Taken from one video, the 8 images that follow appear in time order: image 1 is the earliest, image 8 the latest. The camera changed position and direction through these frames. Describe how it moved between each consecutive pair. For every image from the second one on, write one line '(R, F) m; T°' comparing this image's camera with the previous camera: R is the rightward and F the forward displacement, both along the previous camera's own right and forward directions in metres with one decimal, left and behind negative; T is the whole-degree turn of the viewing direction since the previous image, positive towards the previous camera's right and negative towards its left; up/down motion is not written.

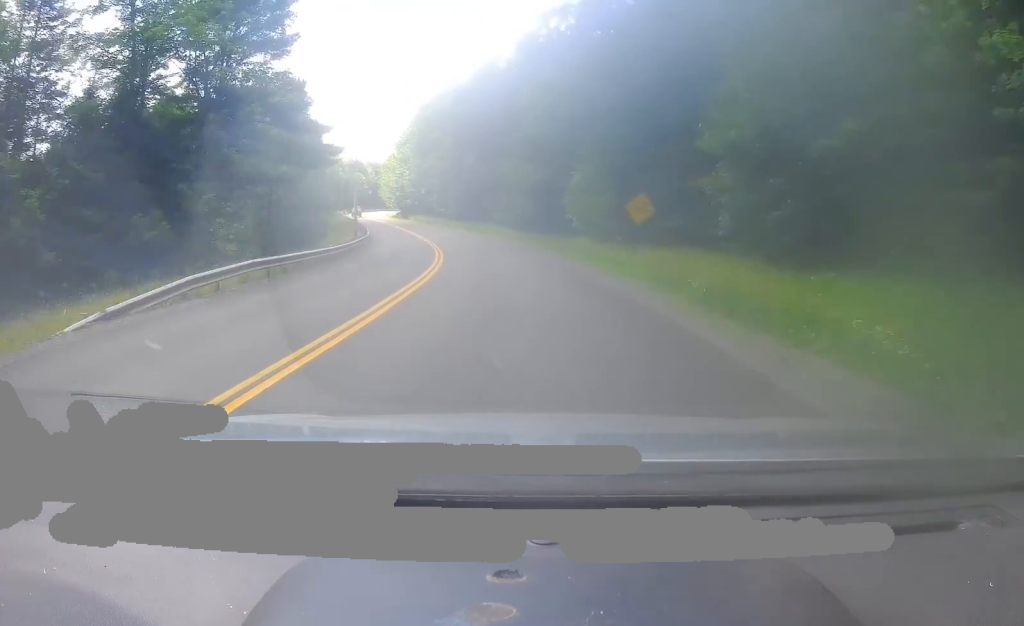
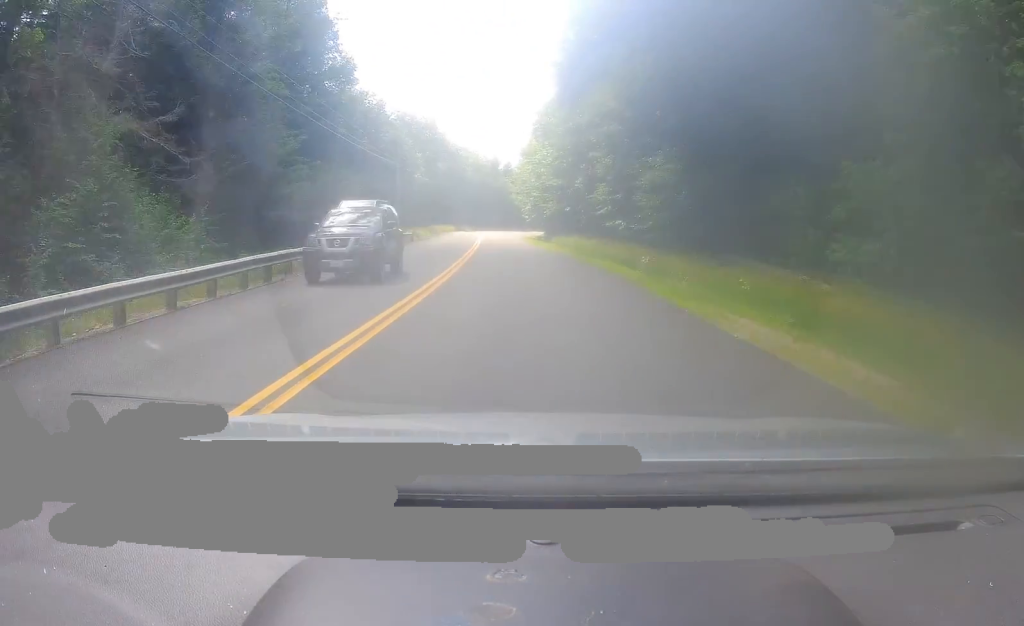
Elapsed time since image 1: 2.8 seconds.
(-8.7, +58.1) m; -15°
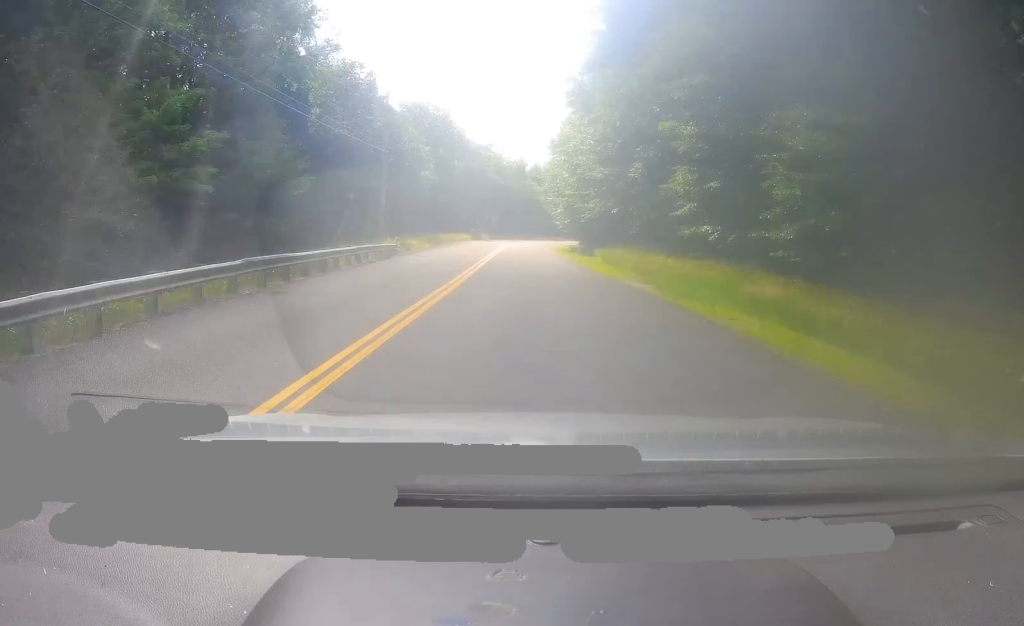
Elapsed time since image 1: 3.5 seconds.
(-0.5, +15.6) m; -3°
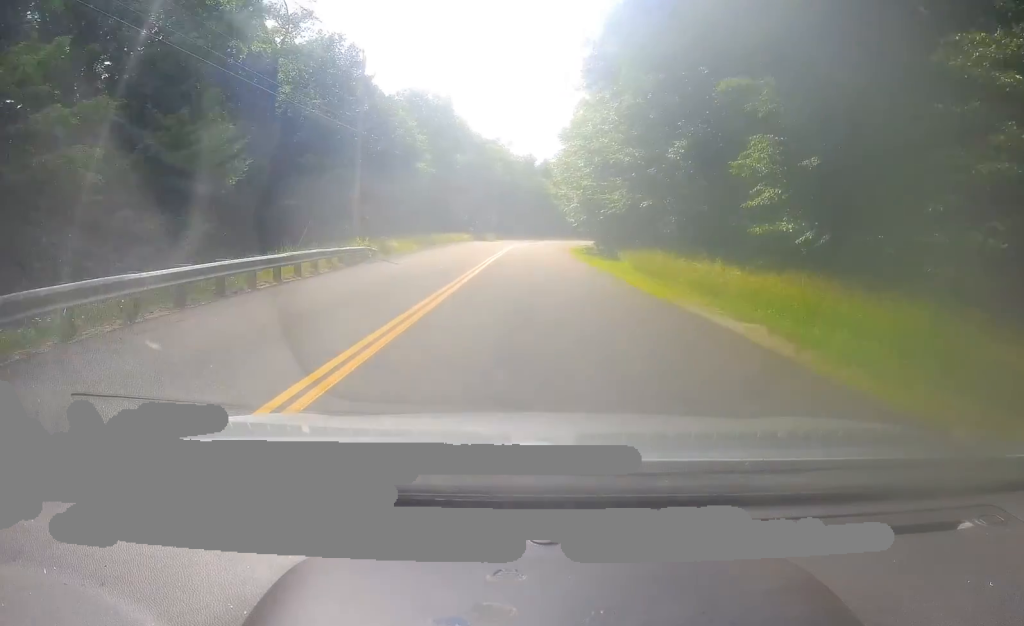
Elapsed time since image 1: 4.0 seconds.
(0.0, +9.2) m; -1°
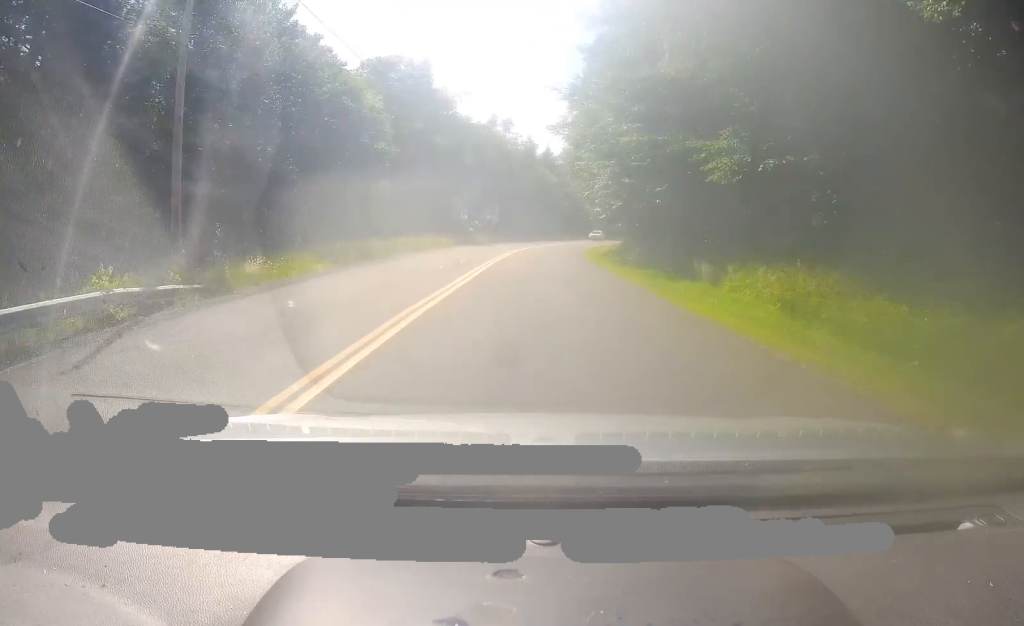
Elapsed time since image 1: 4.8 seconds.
(-0.3, +18.4) m; -1°
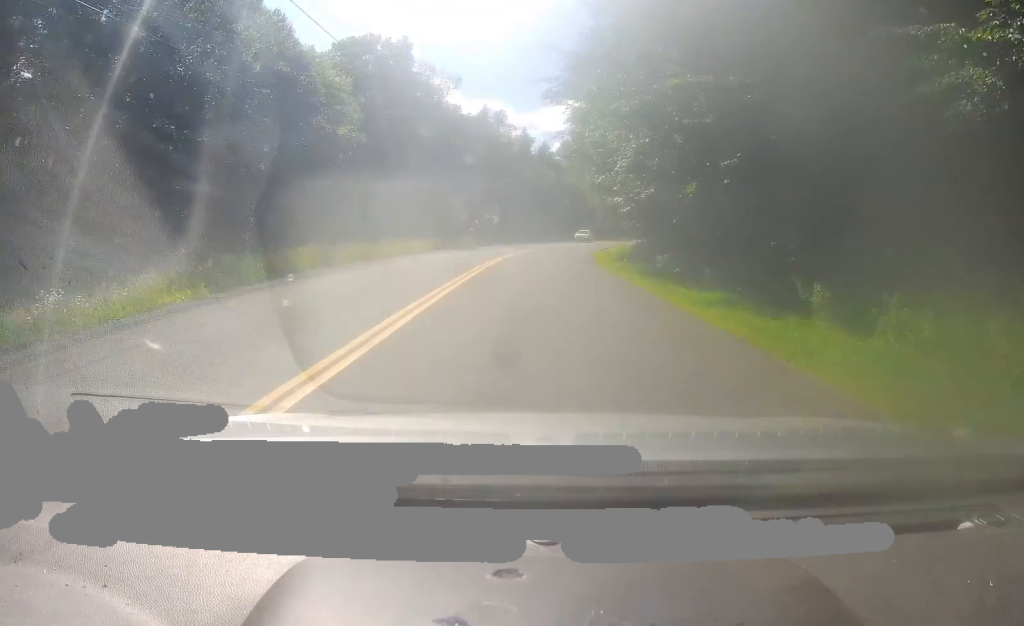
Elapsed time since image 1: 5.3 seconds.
(0.0, +9.2) m; 0°
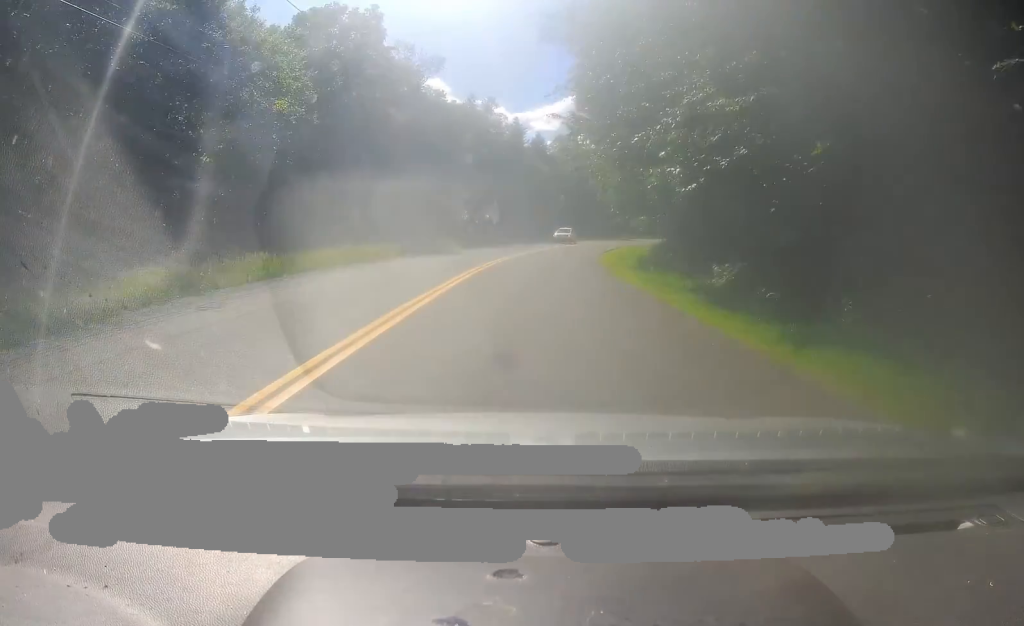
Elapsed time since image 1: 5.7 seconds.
(+0.1, +10.0) m; +1°
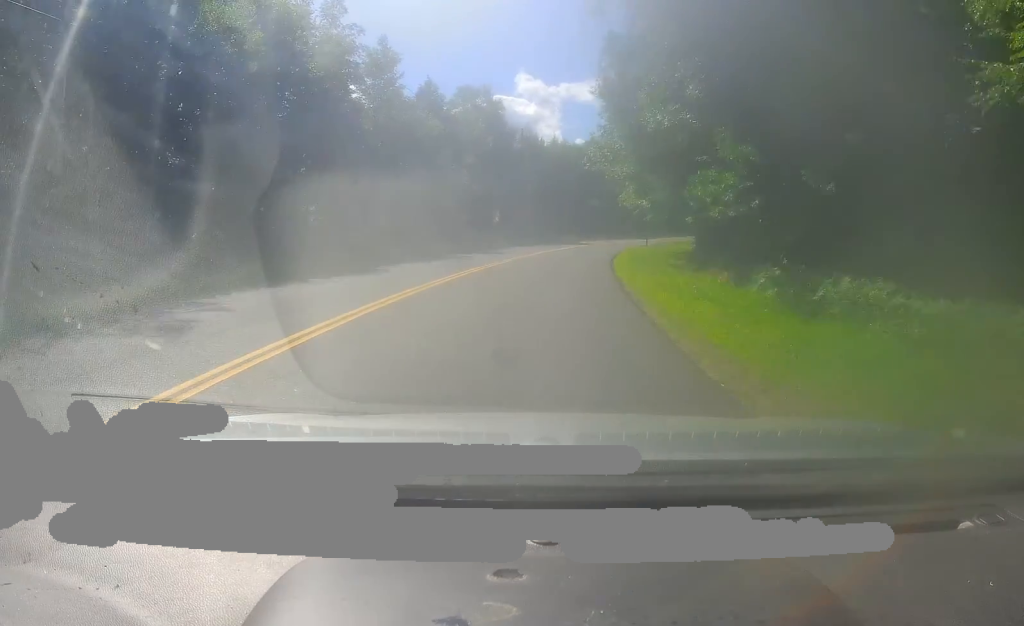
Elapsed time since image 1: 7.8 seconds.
(+2.3, +44.0) m; +8°
